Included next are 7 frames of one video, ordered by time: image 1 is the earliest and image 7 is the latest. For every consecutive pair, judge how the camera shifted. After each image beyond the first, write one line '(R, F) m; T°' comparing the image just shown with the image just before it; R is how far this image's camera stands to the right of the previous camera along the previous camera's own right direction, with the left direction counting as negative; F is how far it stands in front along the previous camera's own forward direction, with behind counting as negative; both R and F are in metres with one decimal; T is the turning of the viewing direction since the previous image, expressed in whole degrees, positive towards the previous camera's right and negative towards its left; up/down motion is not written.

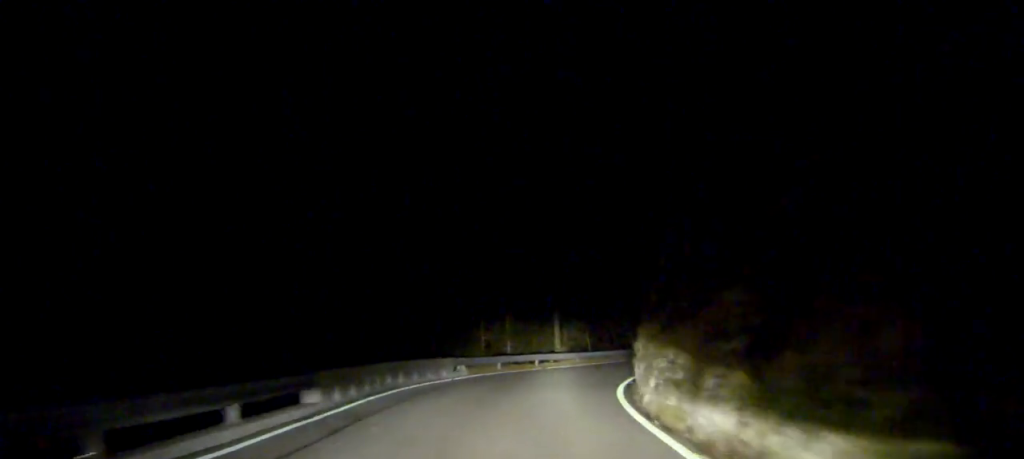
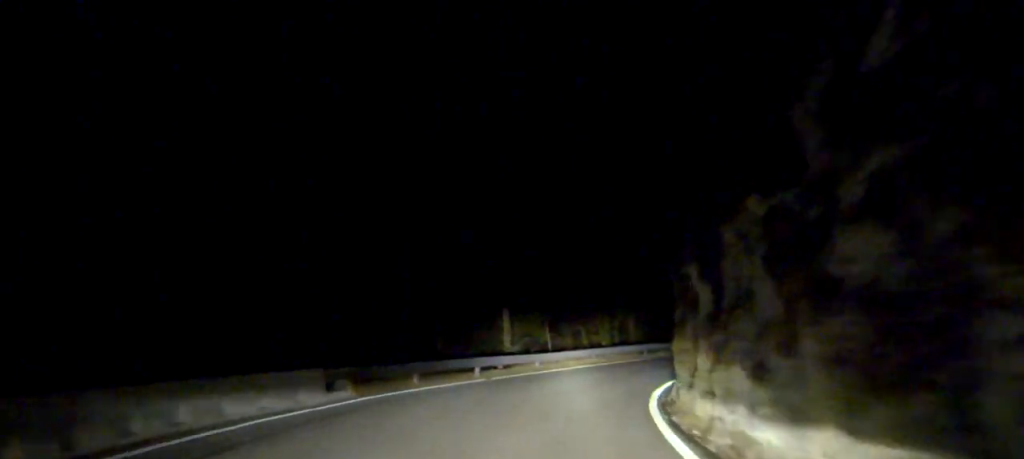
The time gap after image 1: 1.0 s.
(+4.9, +13.1) m; +24°
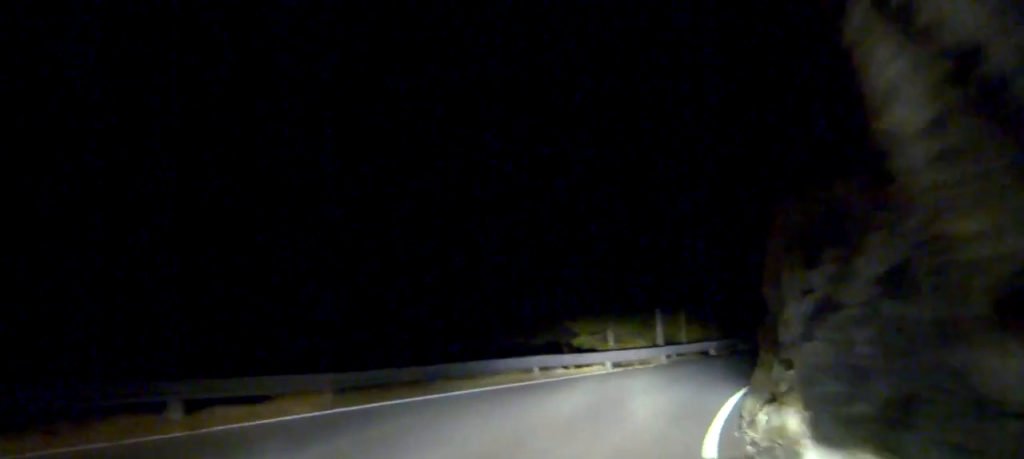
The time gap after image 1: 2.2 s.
(+1.0, +15.9) m; +4°
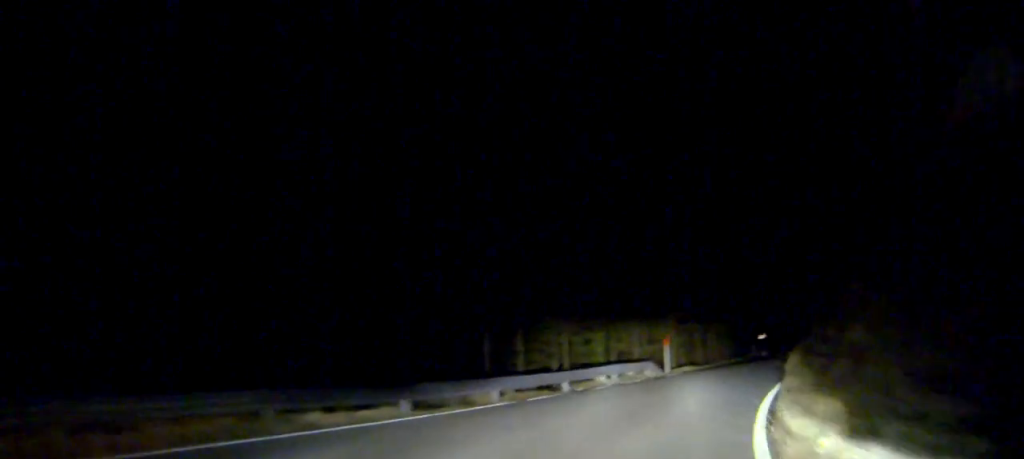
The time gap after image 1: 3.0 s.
(0.0, +9.8) m; 0°
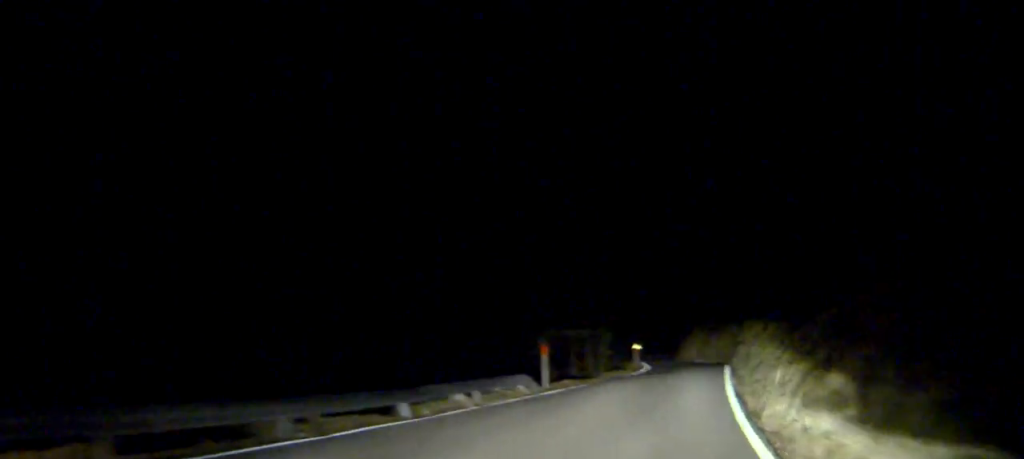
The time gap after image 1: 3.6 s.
(0.0, +6.7) m; +1°
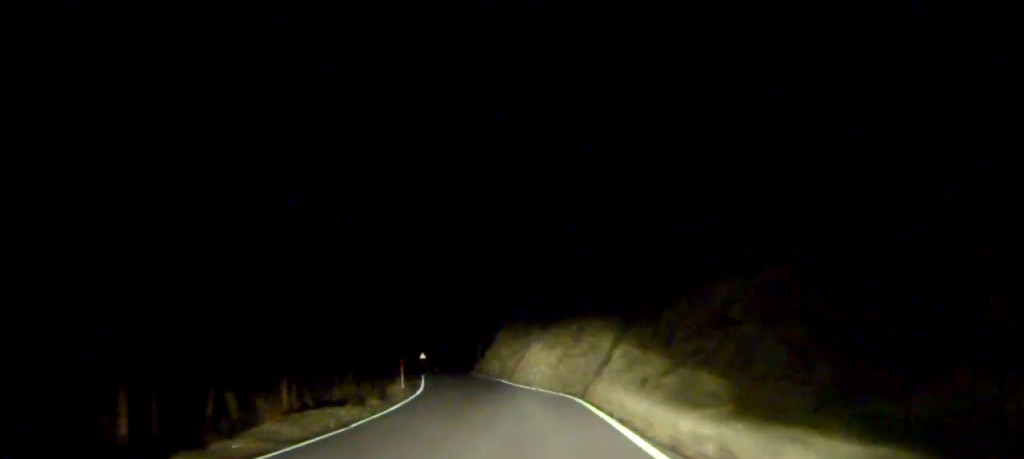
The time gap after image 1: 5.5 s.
(+2.0, +21.7) m; +12°
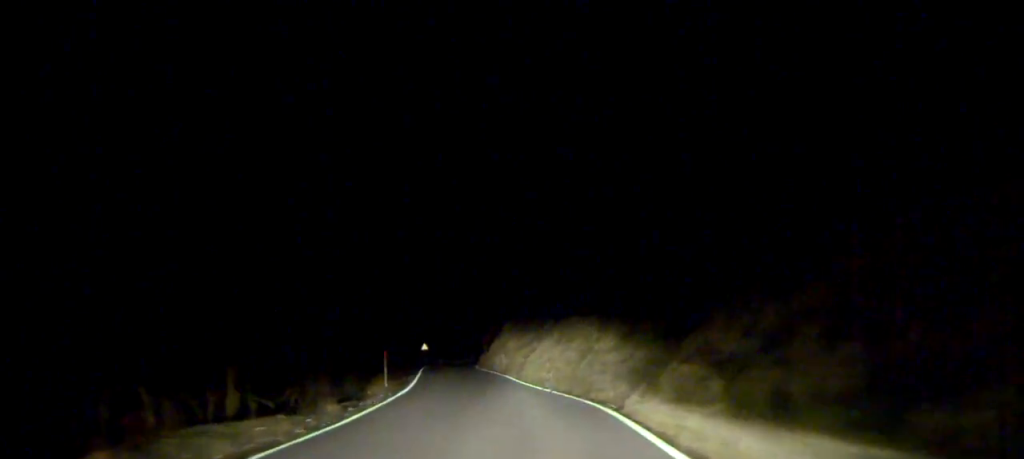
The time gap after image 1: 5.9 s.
(+0.9, +5.6) m; 0°
